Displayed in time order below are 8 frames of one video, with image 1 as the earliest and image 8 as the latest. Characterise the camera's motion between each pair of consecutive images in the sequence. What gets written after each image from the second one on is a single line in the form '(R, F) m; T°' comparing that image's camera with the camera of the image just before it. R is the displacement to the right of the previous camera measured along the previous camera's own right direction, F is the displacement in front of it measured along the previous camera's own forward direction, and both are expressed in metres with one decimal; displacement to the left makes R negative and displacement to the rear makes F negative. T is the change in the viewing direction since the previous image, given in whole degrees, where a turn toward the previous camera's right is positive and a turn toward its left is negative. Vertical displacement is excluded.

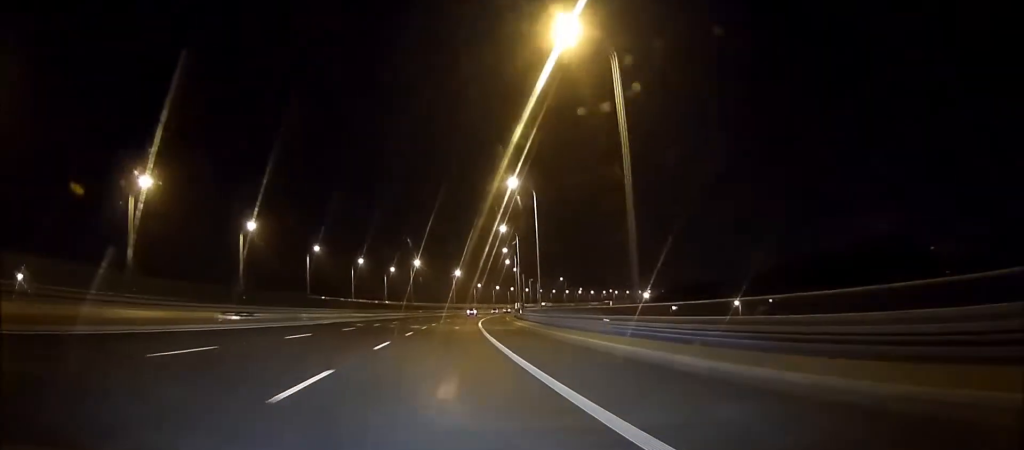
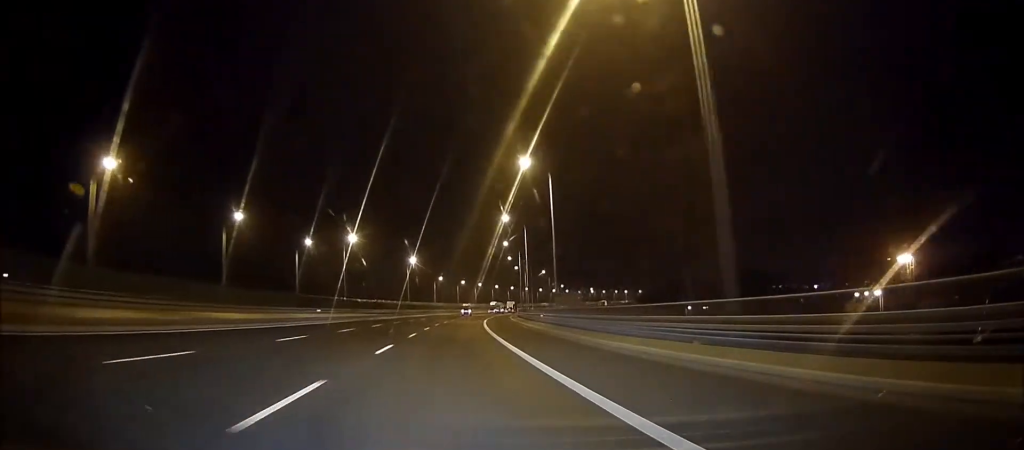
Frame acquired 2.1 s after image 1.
(+2.6, +73.9) m; +4°
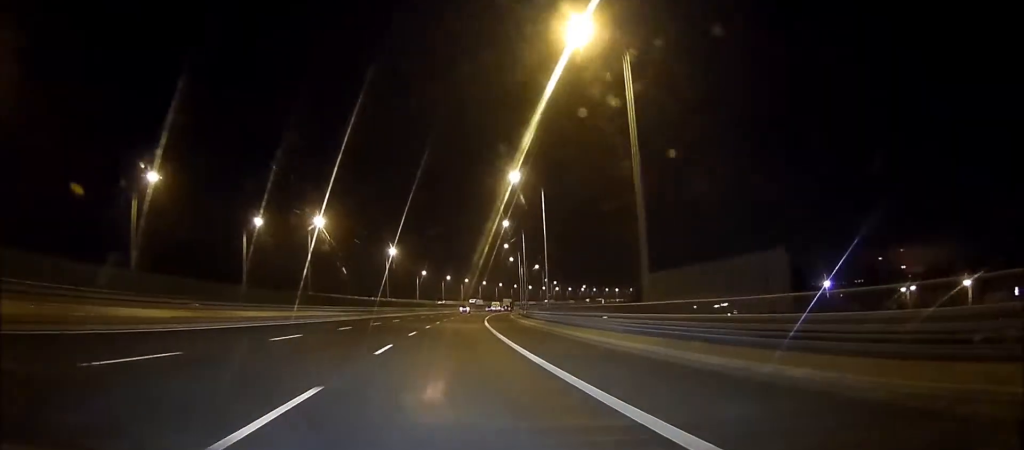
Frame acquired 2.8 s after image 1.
(+0.3, +25.1) m; +1°
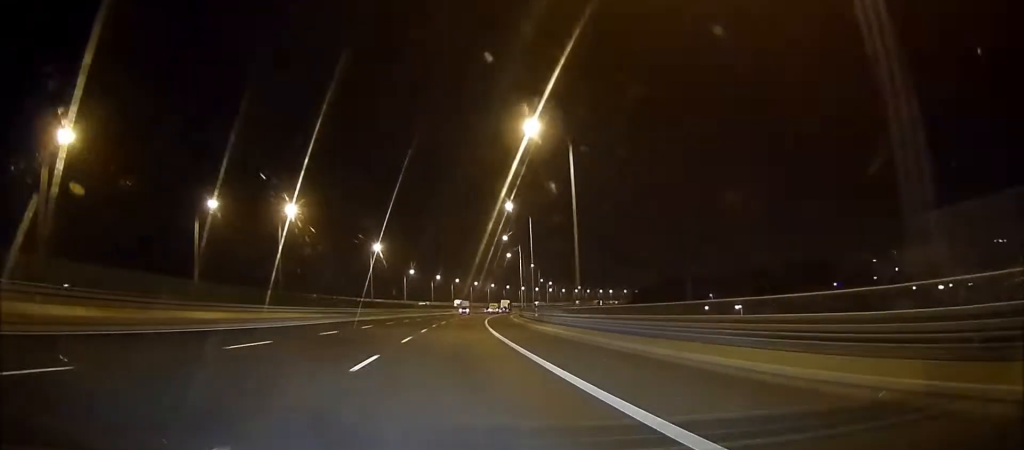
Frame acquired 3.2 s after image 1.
(+0.1, +16.7) m; +1°
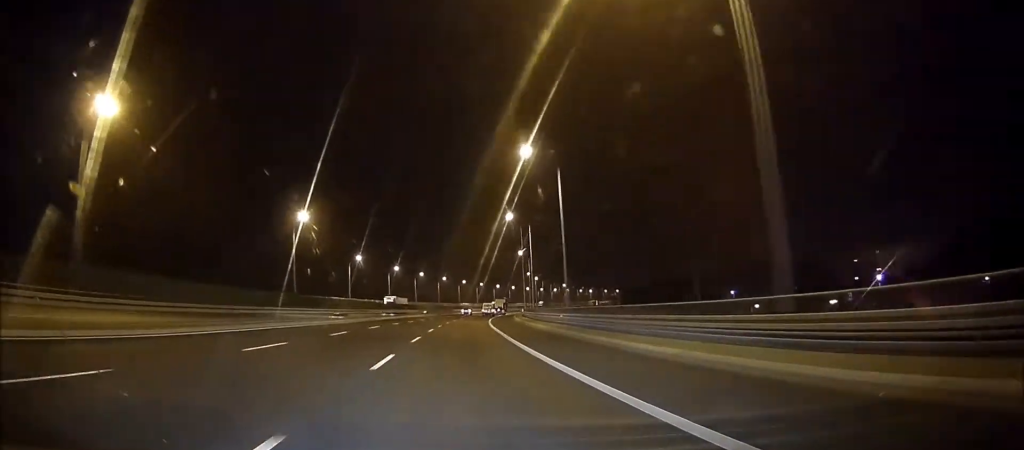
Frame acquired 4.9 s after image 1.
(+1.0, +60.2) m; +2°
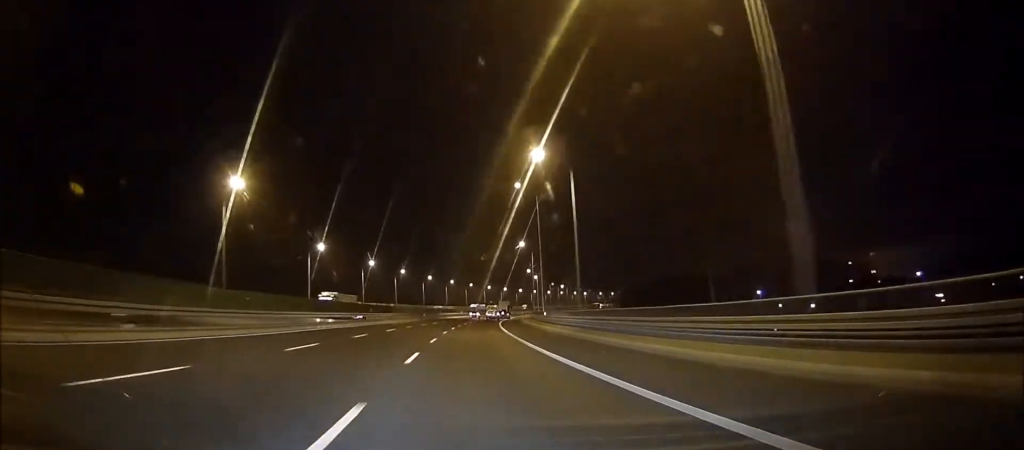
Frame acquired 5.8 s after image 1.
(+0.5, +34.0) m; +6°
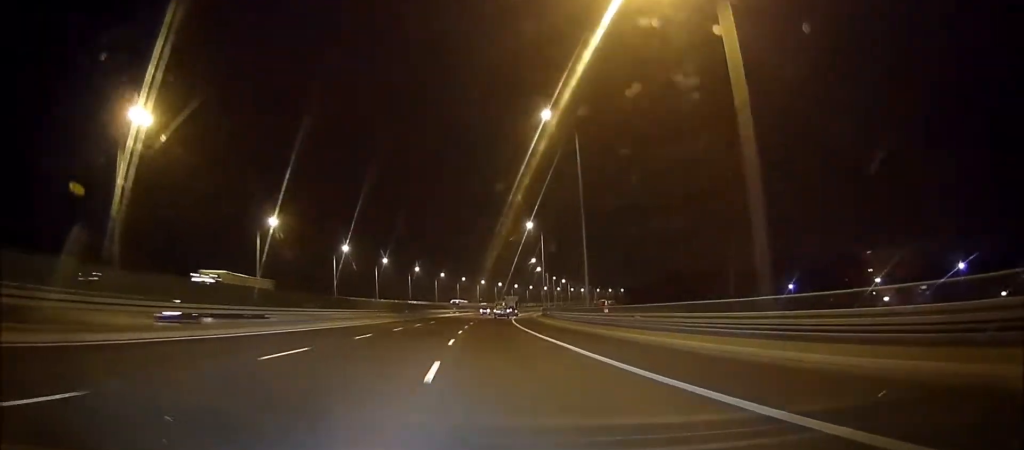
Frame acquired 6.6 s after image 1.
(+2.7, +29.2) m; +5°
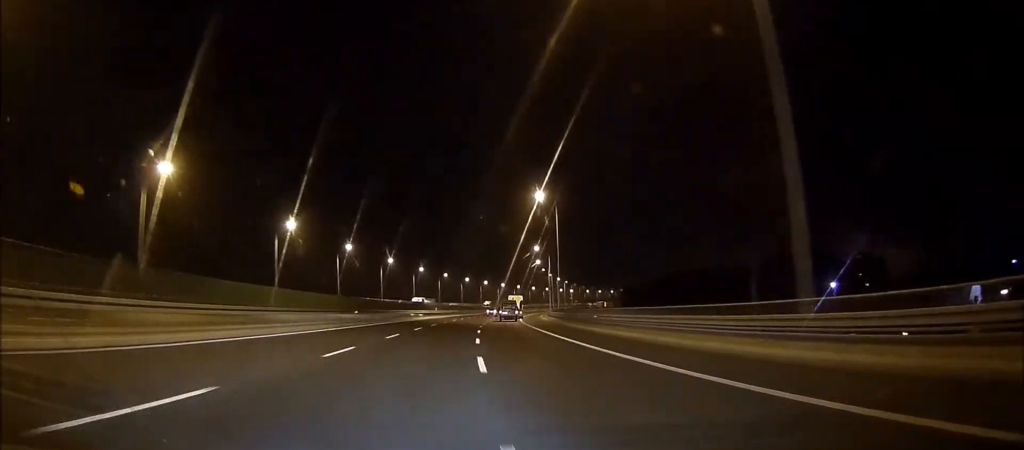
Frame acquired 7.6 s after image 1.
(+1.1, +34.4) m; +2°
